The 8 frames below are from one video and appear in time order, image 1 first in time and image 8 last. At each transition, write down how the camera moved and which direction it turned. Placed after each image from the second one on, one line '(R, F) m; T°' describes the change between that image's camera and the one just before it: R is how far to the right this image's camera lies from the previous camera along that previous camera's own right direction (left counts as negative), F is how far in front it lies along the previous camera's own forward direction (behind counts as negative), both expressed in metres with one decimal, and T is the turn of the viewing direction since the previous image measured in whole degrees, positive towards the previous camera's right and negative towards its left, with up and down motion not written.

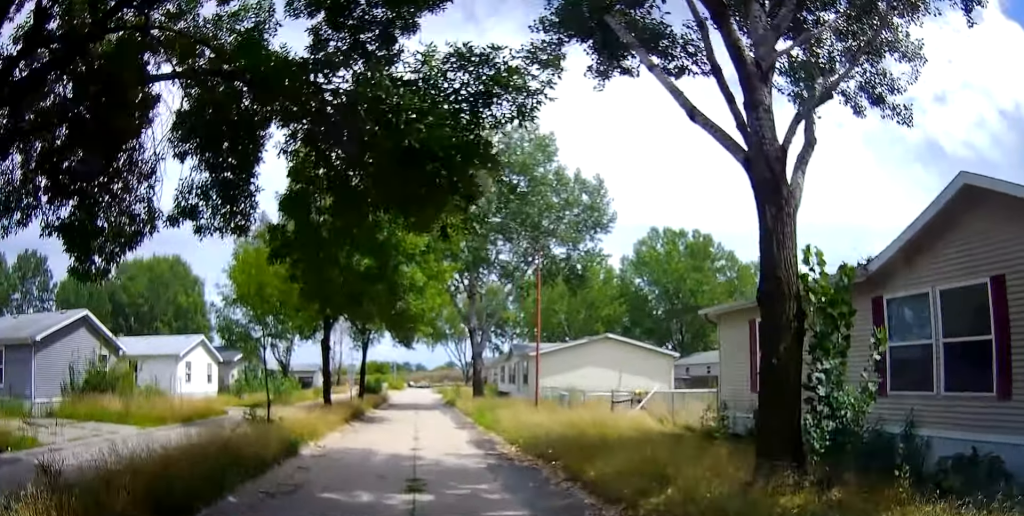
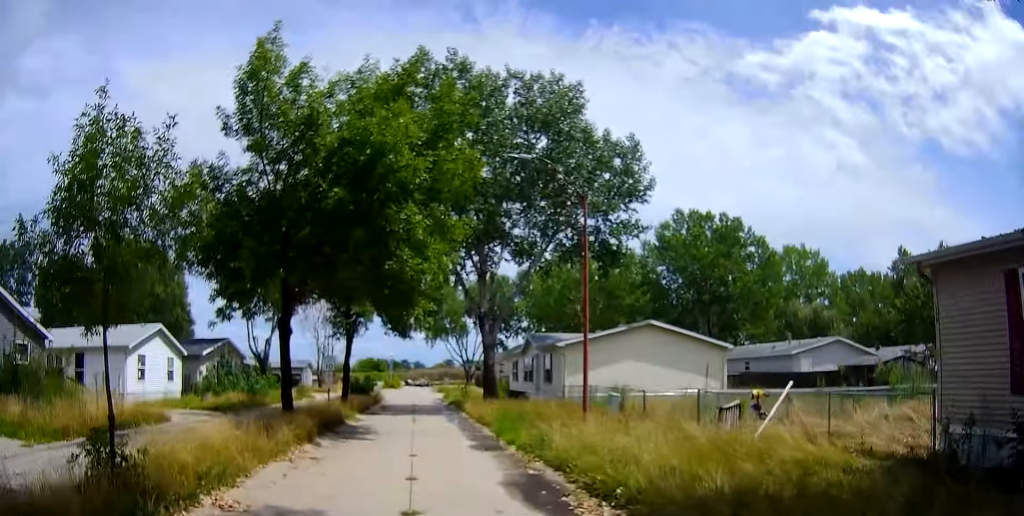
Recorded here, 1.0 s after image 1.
(0.0, +6.7) m; 0°
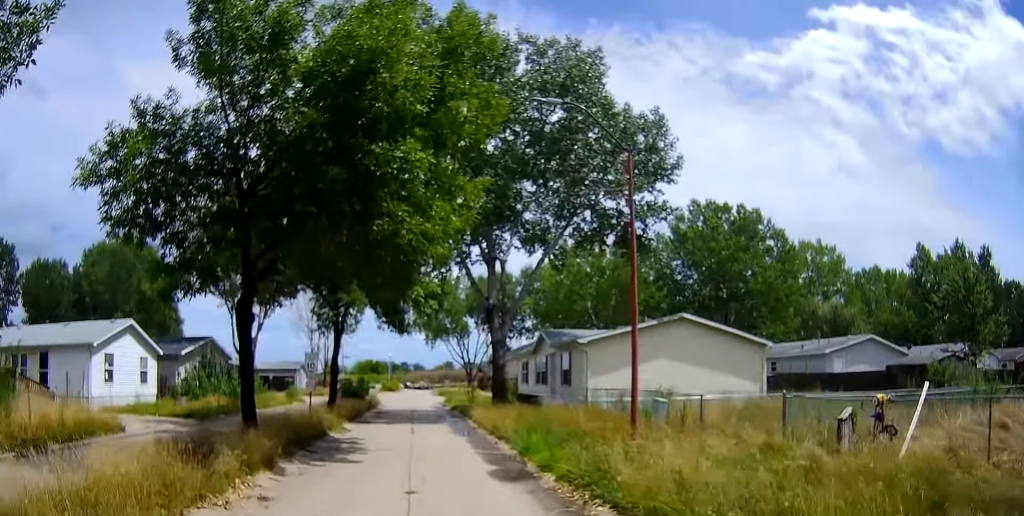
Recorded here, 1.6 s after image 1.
(0.0, +3.8) m; 0°
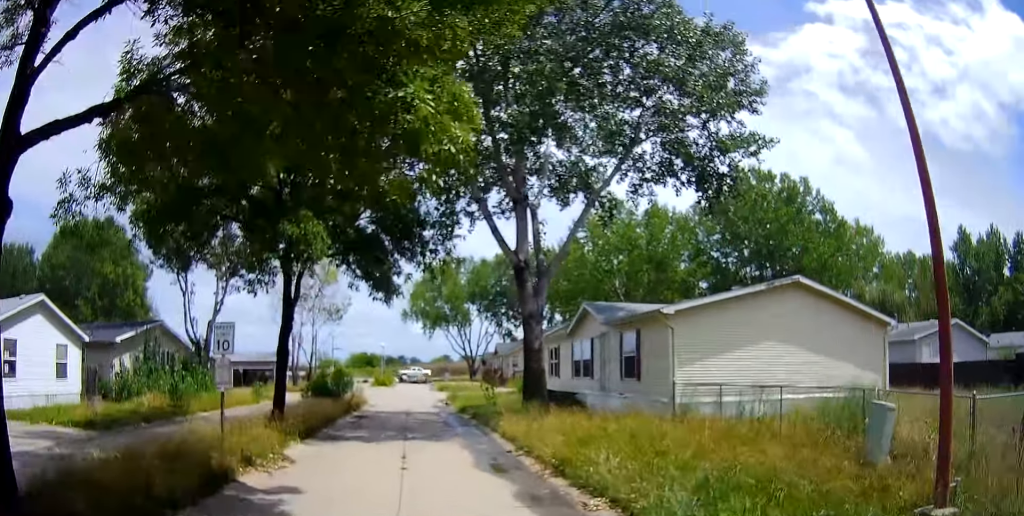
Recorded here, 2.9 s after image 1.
(0.0, +9.1) m; 0°
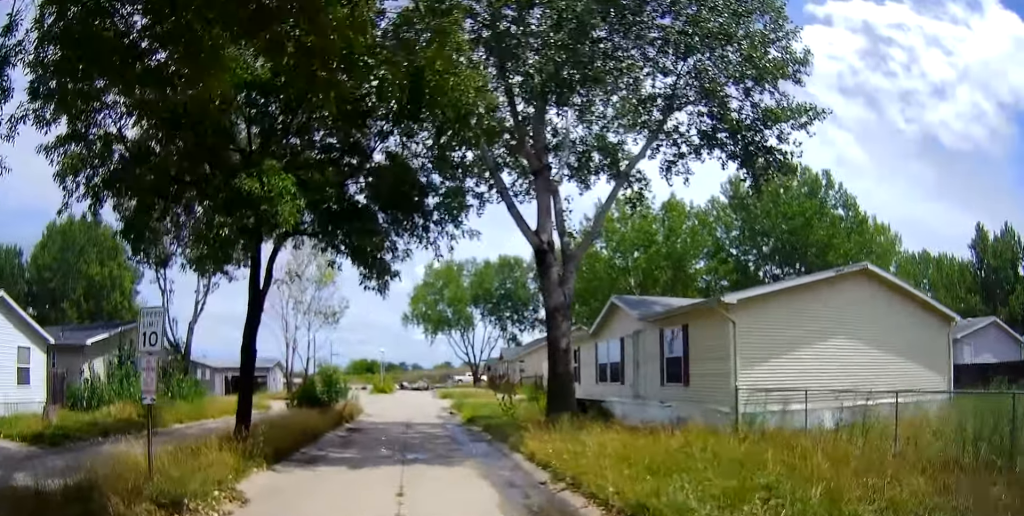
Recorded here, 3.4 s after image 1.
(0.0, +3.5) m; 0°
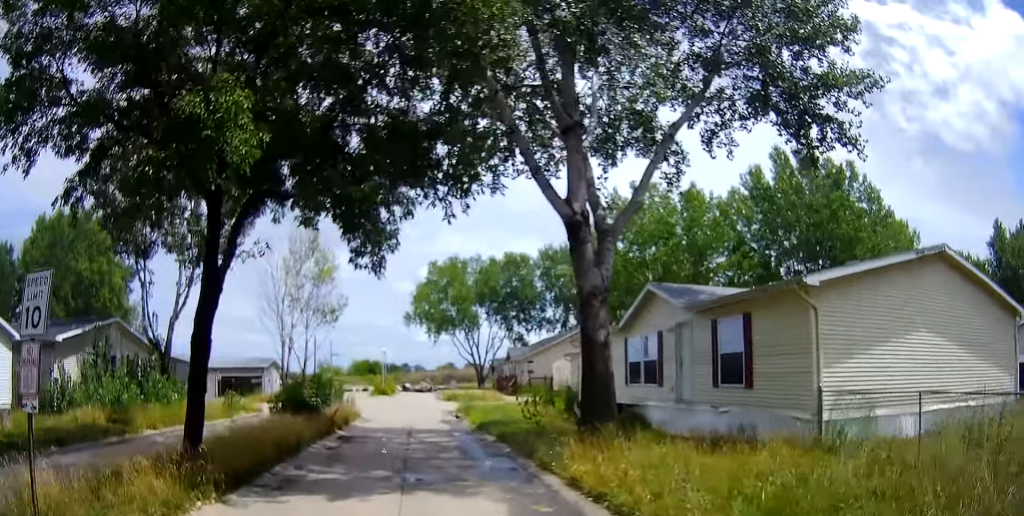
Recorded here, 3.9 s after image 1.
(0.0, +3.1) m; -1°
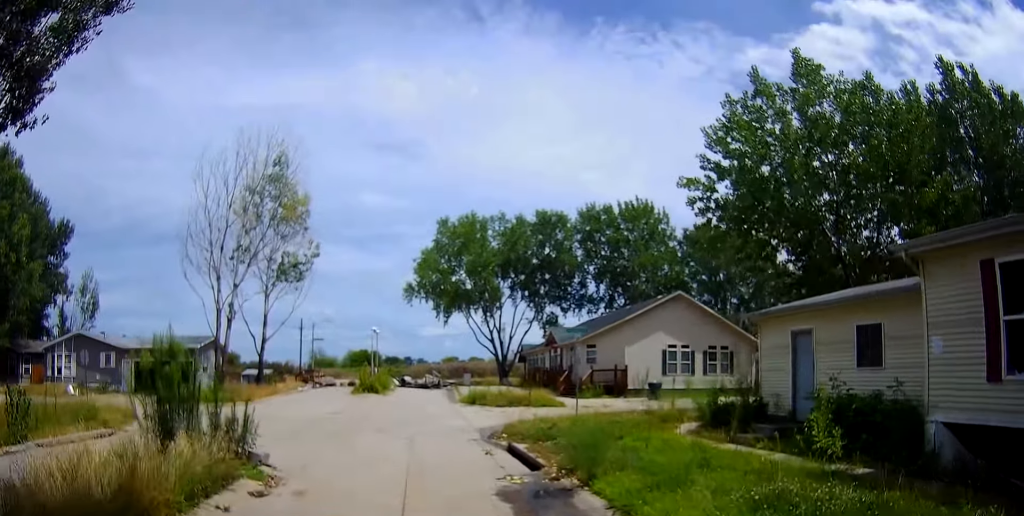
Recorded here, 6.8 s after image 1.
(-0.9, +18.9) m; +3°
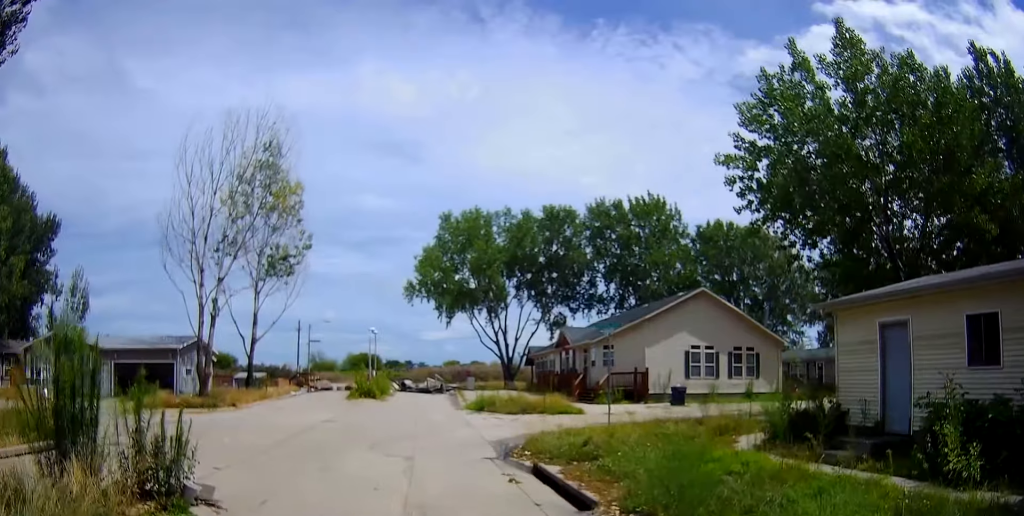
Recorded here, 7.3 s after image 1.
(+0.1, +3.2) m; +1°
